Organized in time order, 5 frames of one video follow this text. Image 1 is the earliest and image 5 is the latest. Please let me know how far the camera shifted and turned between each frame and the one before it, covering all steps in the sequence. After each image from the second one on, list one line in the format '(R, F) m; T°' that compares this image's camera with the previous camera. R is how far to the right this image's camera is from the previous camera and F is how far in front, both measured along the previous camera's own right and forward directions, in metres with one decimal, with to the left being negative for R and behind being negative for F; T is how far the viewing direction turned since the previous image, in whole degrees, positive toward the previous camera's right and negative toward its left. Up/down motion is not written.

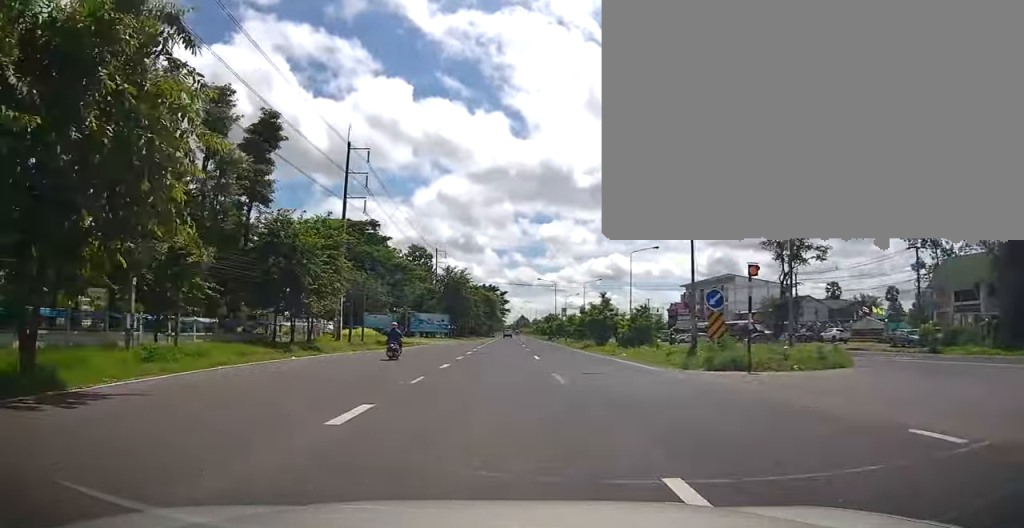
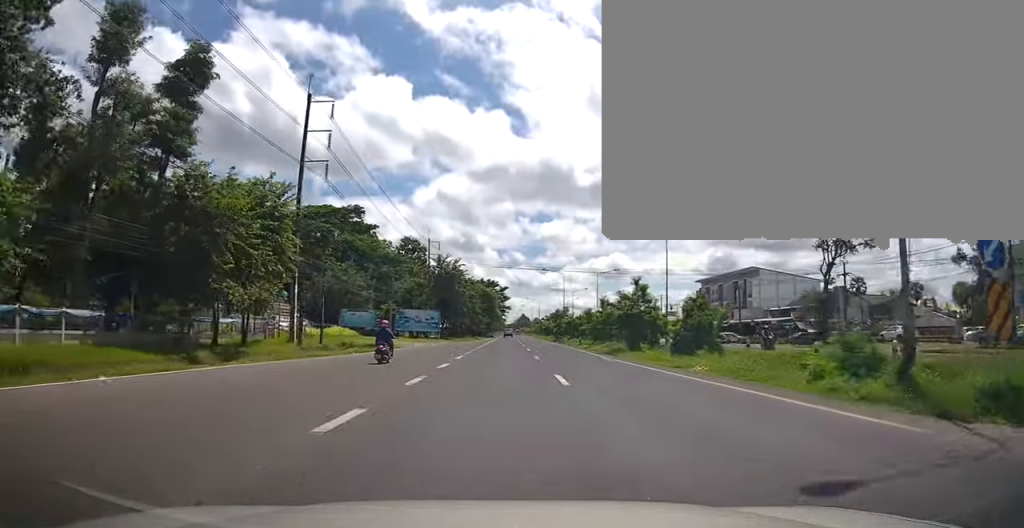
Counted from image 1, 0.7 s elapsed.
(-0.2, +12.4) m; -1°
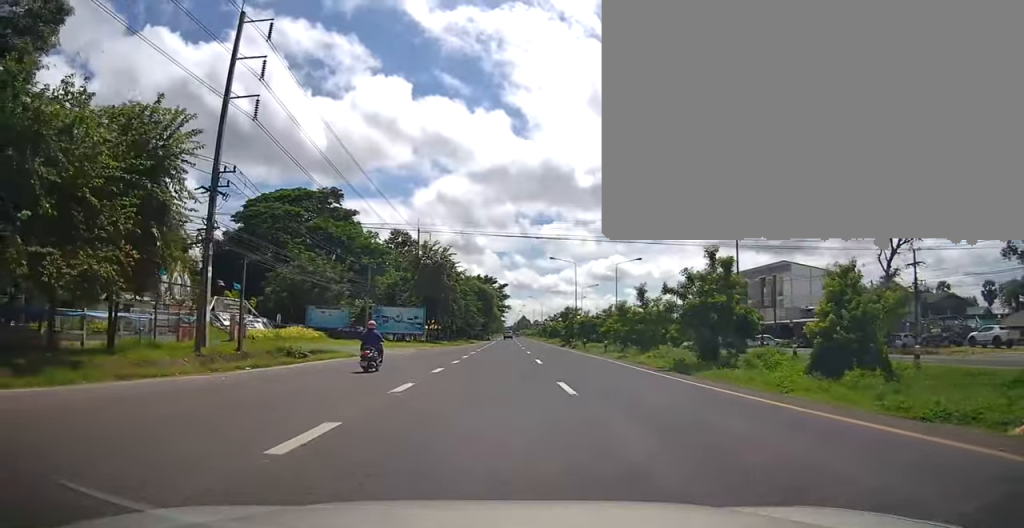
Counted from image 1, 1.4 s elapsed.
(-0.1, +13.4) m; -1°
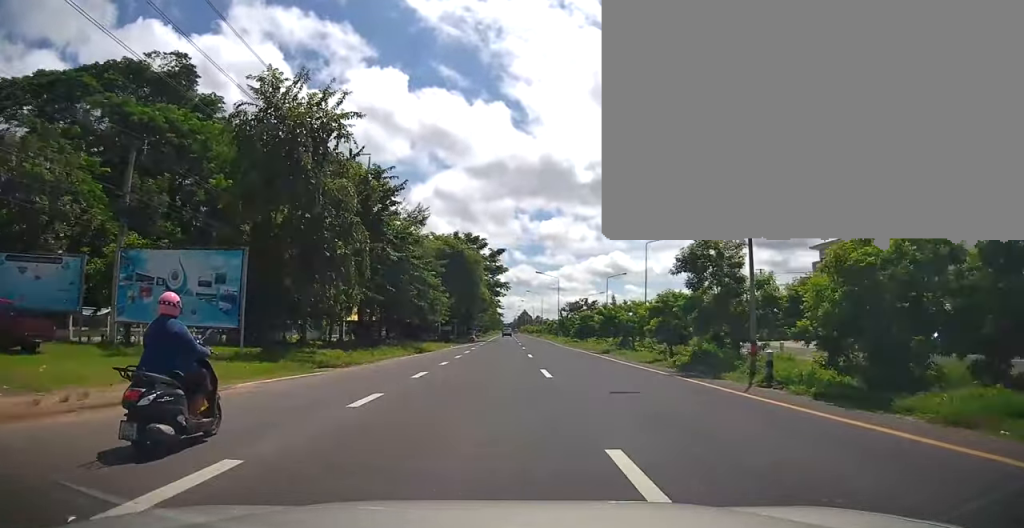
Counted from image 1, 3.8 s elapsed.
(+0.2, +44.6) m; +1°
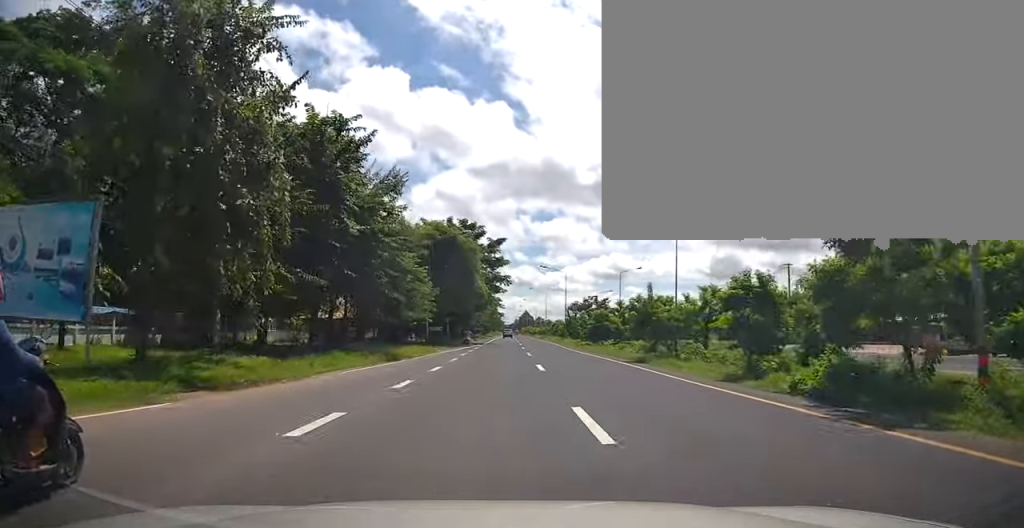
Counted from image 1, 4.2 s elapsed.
(0.0, +8.6) m; 0°
